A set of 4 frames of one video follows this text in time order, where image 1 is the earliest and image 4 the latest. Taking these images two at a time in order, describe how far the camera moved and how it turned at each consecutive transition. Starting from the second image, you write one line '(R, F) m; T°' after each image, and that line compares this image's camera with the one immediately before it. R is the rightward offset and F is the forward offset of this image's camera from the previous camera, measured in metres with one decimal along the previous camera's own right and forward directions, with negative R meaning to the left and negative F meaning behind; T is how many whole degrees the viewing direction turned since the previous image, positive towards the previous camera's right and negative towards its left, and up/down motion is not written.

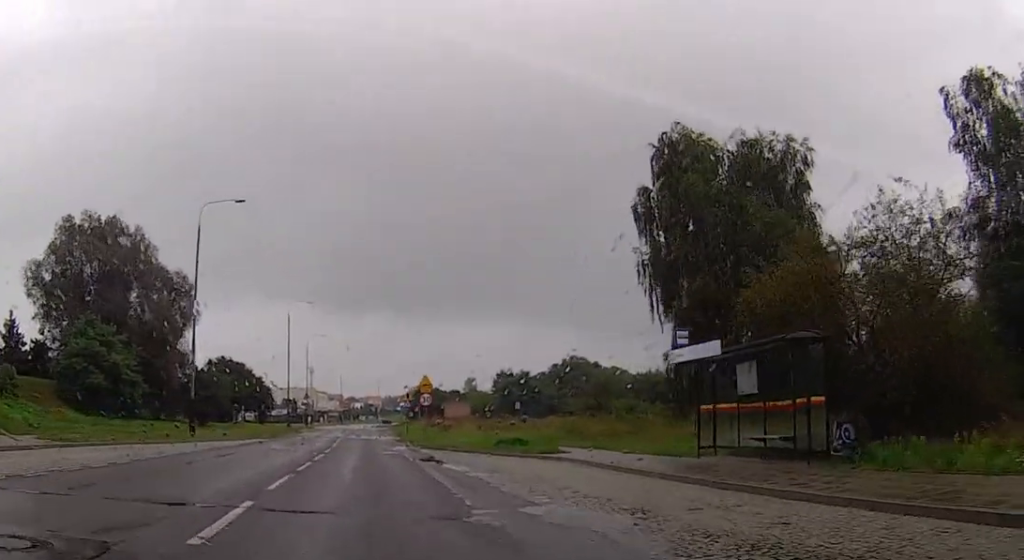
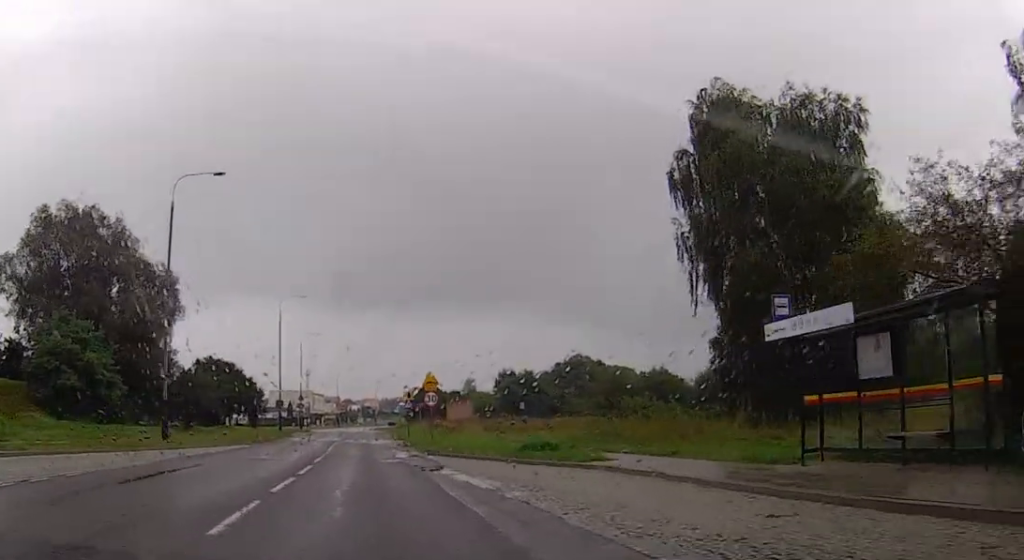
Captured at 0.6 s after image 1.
(+0.1, +5.1) m; 0°
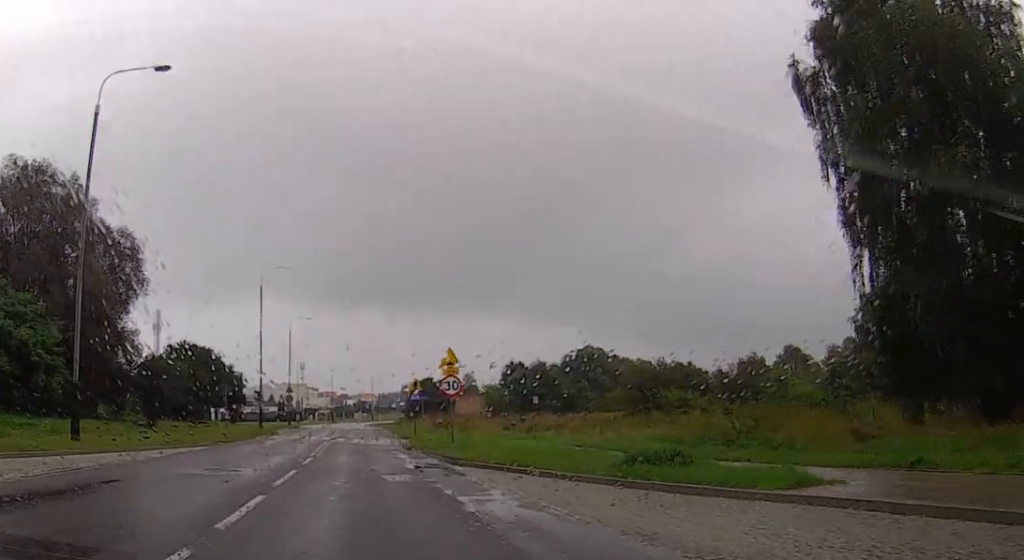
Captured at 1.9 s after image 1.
(0.0, +10.5) m; -1°
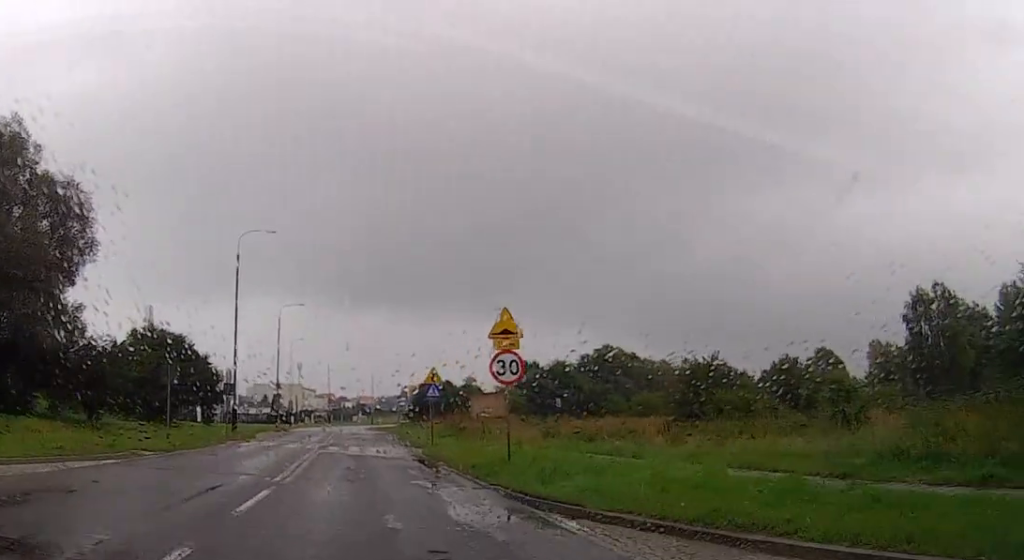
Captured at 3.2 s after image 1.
(-0.1, +11.2) m; 0°
